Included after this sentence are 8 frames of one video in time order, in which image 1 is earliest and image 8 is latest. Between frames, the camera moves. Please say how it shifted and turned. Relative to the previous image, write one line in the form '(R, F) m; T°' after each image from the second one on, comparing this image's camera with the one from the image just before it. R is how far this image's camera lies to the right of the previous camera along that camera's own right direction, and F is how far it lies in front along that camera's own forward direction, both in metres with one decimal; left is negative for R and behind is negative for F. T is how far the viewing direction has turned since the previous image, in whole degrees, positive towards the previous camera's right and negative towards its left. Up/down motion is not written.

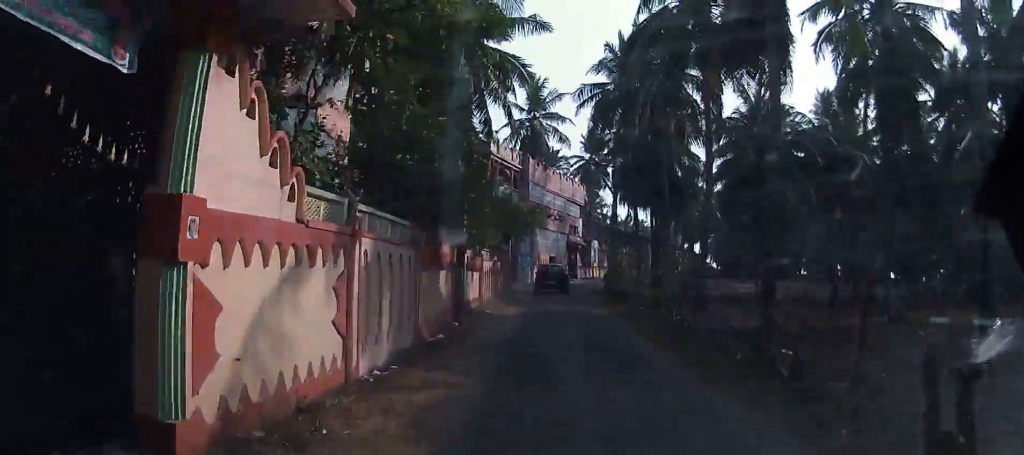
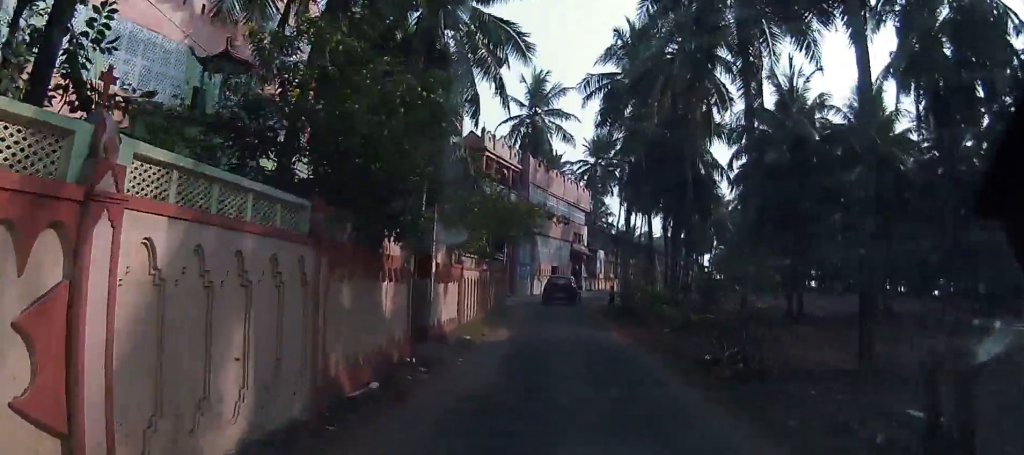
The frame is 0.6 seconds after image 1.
(+0.3, +5.3) m; -1°
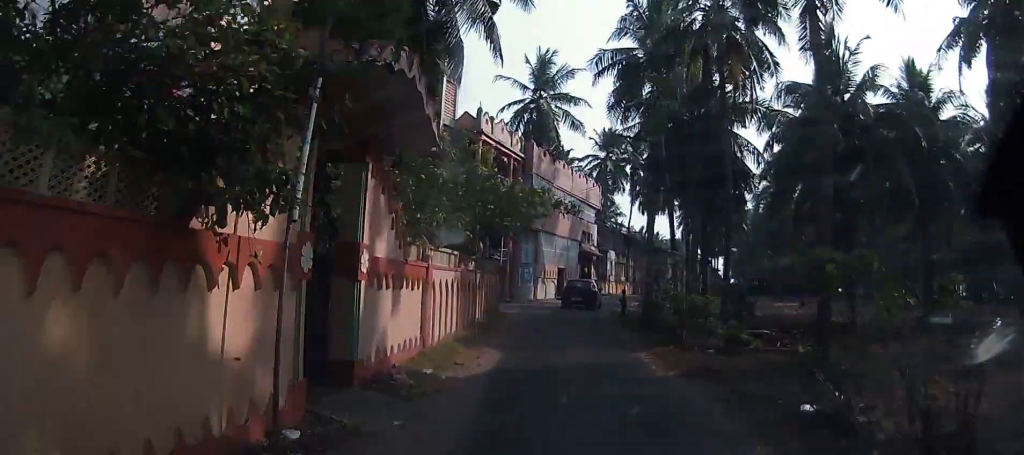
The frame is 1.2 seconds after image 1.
(-0.3, +5.1) m; -1°
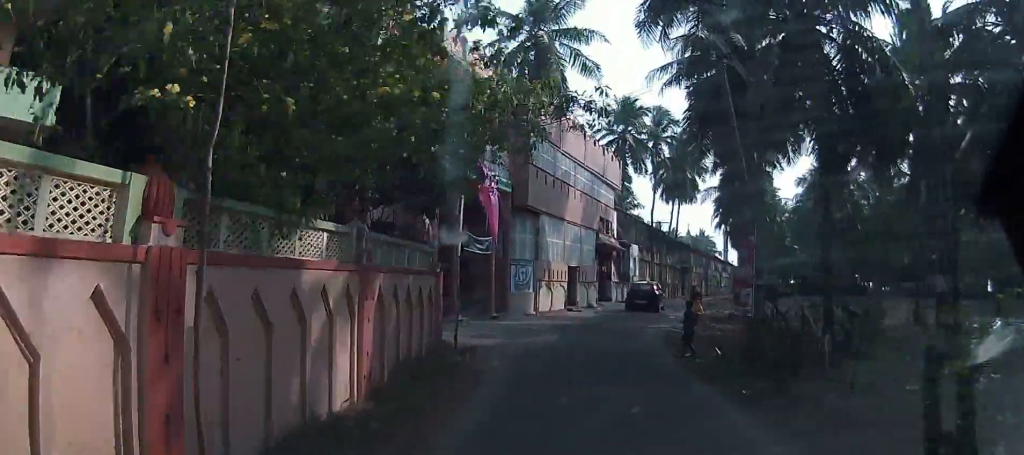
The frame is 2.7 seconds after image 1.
(-0.1, +12.1) m; -1°
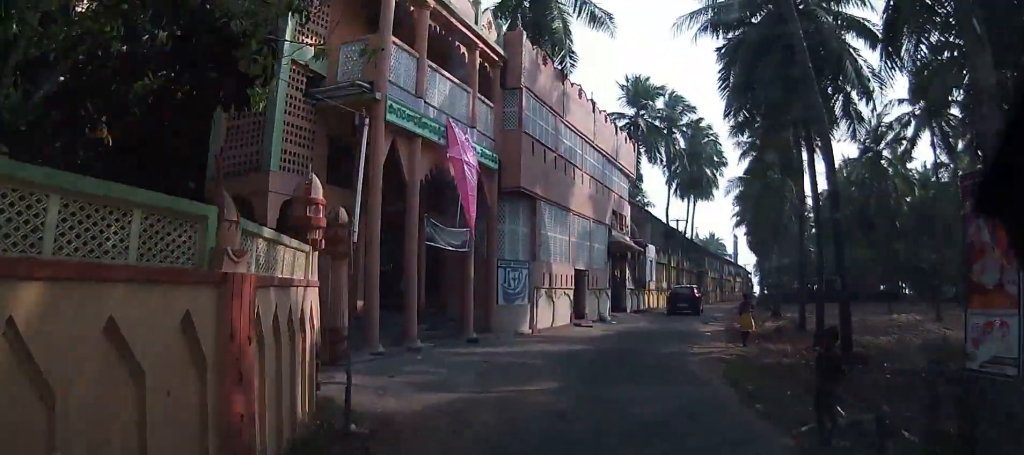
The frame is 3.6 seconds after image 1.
(-0.3, +6.5) m; 0°
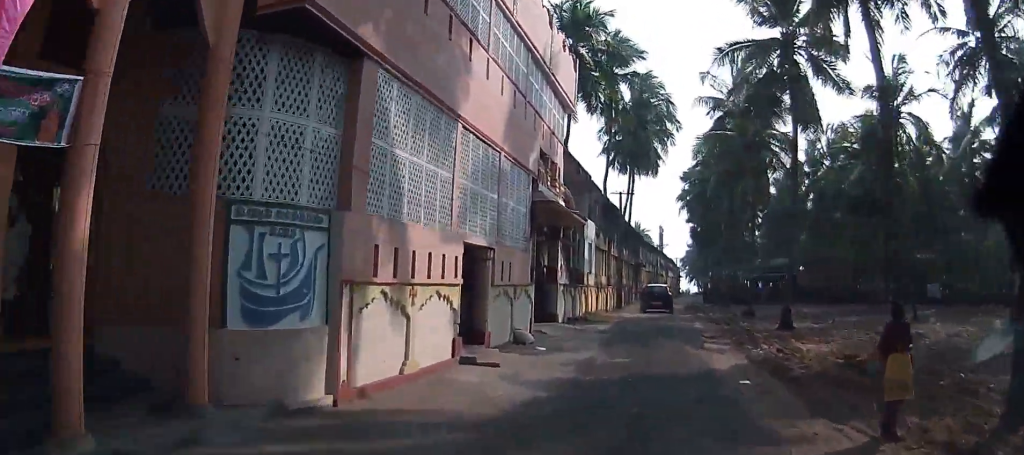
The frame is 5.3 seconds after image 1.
(0.0, +12.0) m; +3°
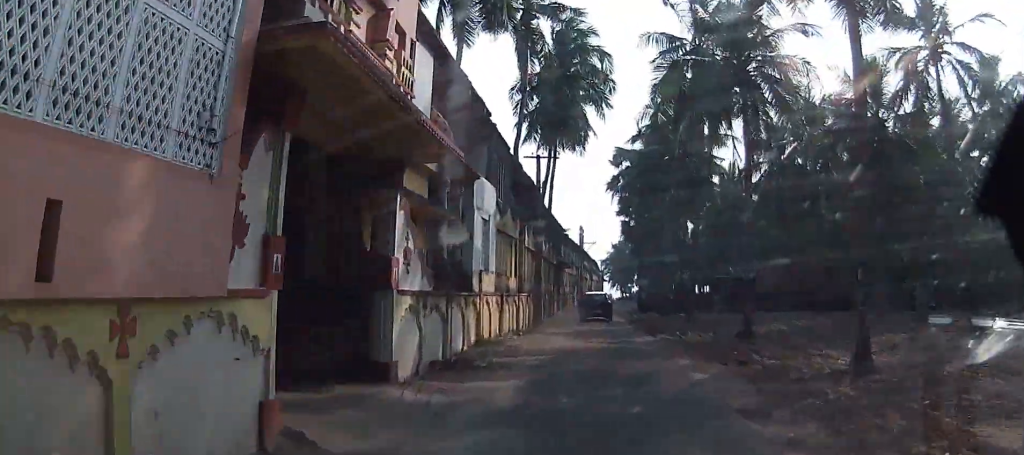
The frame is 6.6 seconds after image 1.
(+1.0, +10.8) m; +13°
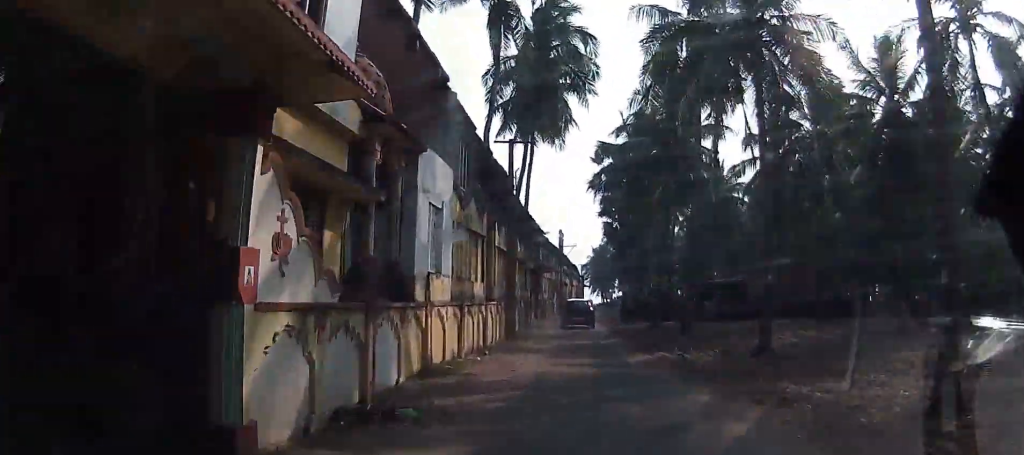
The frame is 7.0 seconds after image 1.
(+0.2, +3.6) m; +1°
